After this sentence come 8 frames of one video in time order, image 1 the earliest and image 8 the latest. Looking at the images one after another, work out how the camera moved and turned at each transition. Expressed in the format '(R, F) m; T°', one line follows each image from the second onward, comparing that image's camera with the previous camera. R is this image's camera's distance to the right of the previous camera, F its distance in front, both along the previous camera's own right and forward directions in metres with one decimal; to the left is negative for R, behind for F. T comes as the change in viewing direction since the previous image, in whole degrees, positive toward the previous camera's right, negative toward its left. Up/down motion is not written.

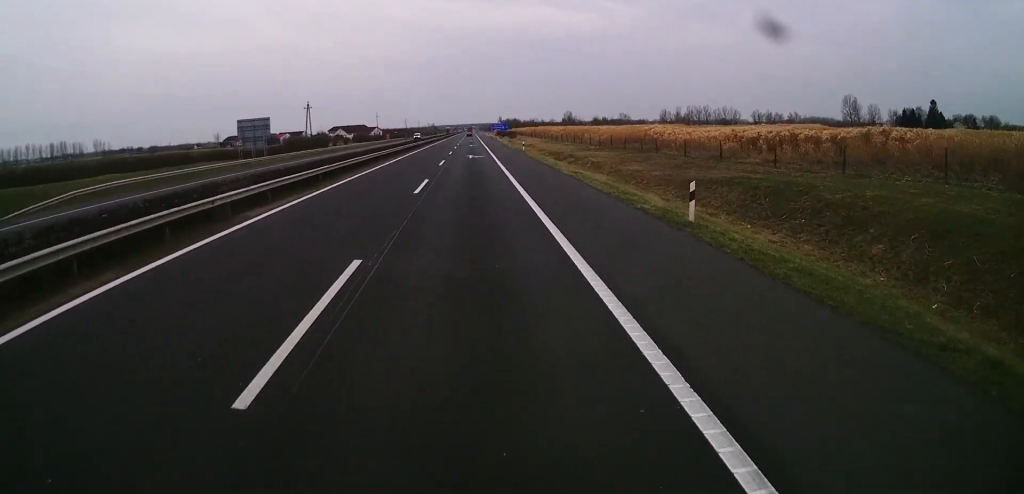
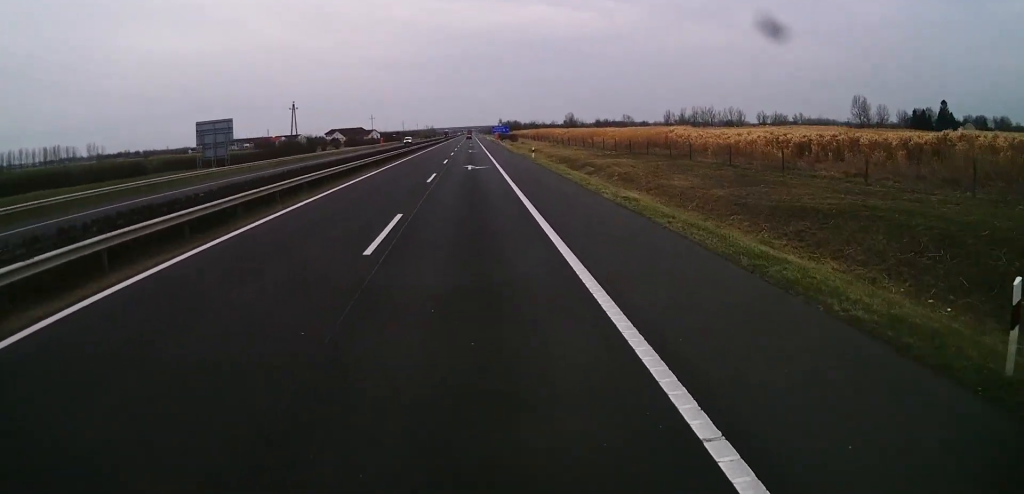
(-0.1, +10.8) m; 0°
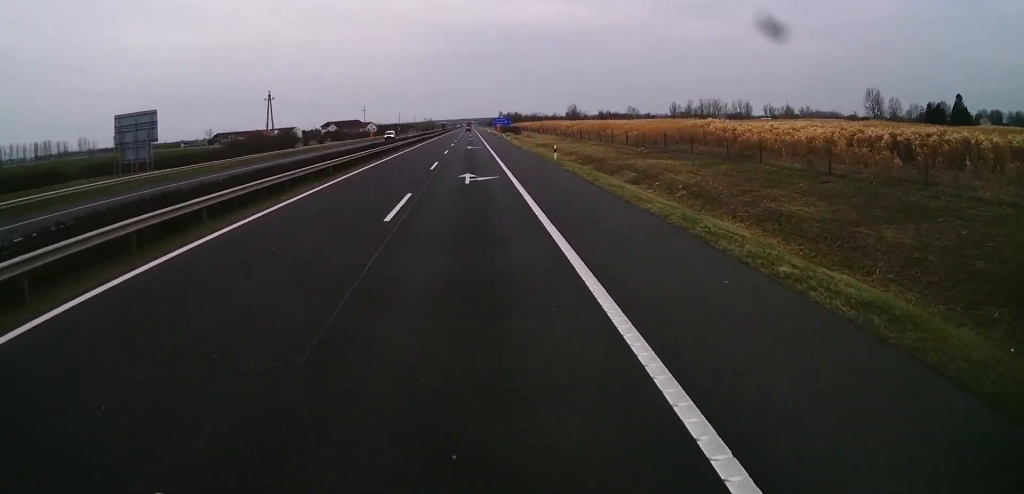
(+0.2, +14.7) m; 0°
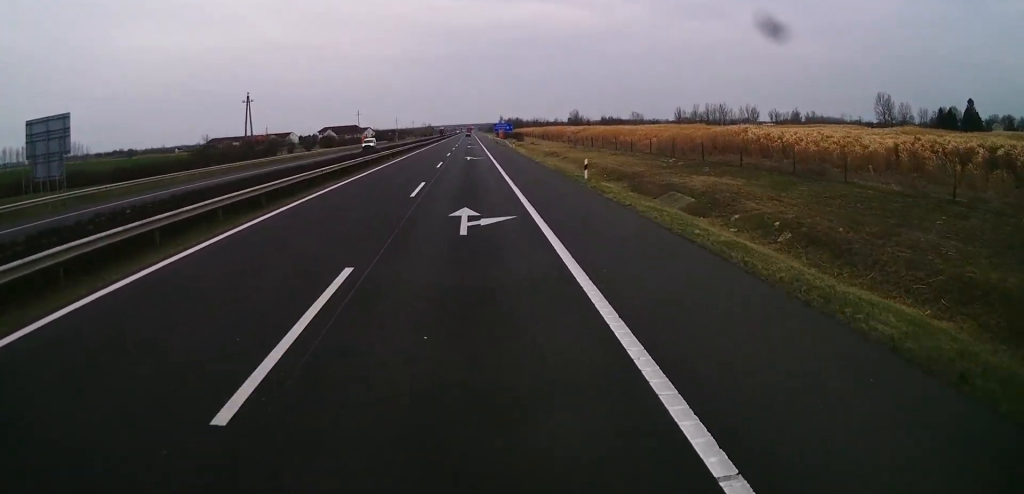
(0.0, +10.9) m; 0°
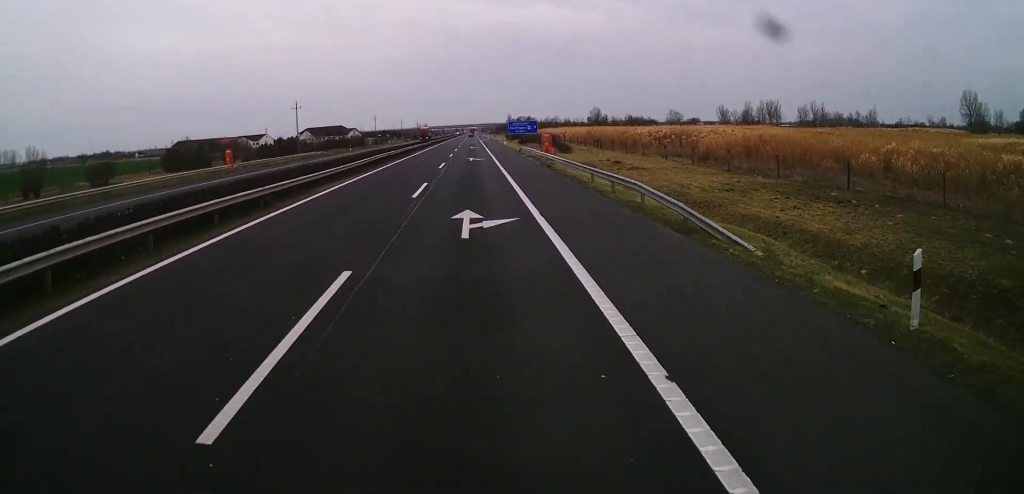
(-0.5, +72.5) m; 0°
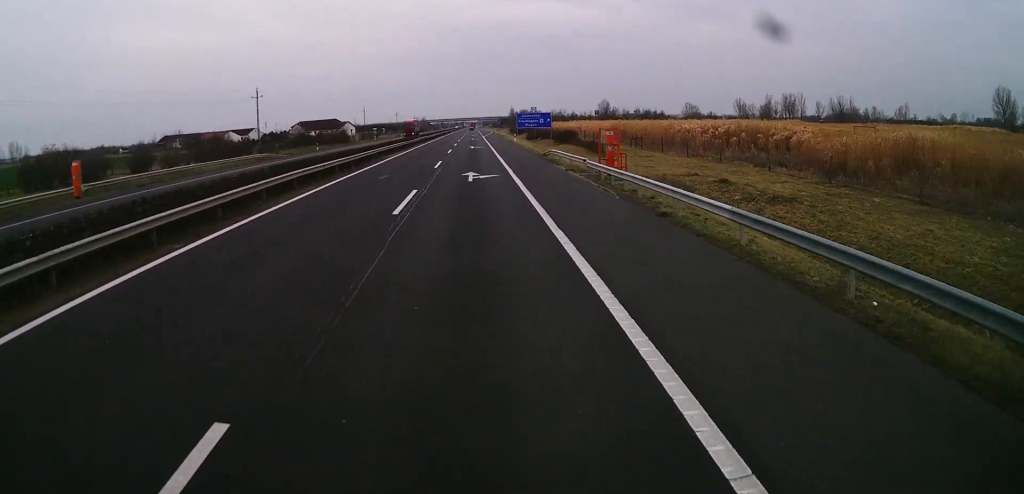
(+0.3, +23.9) m; +1°
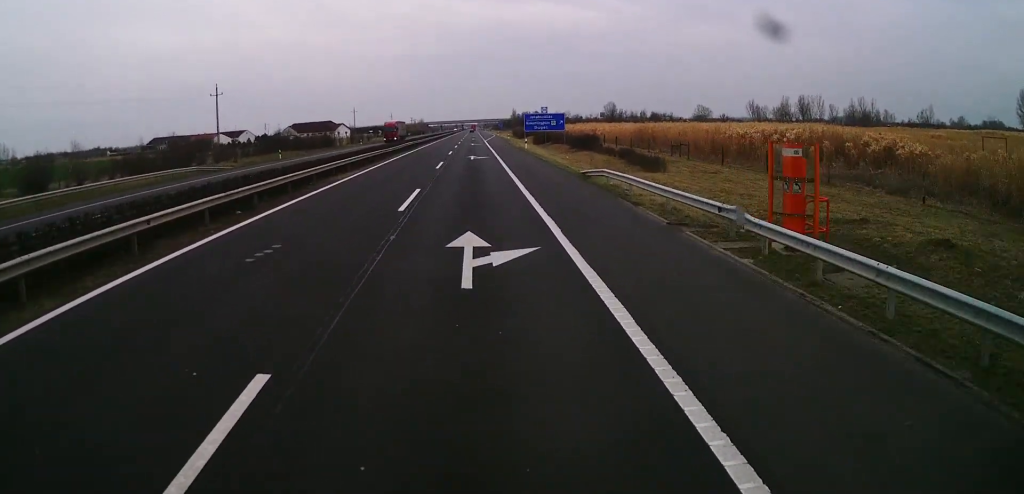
(0.0, +17.0) m; -1°
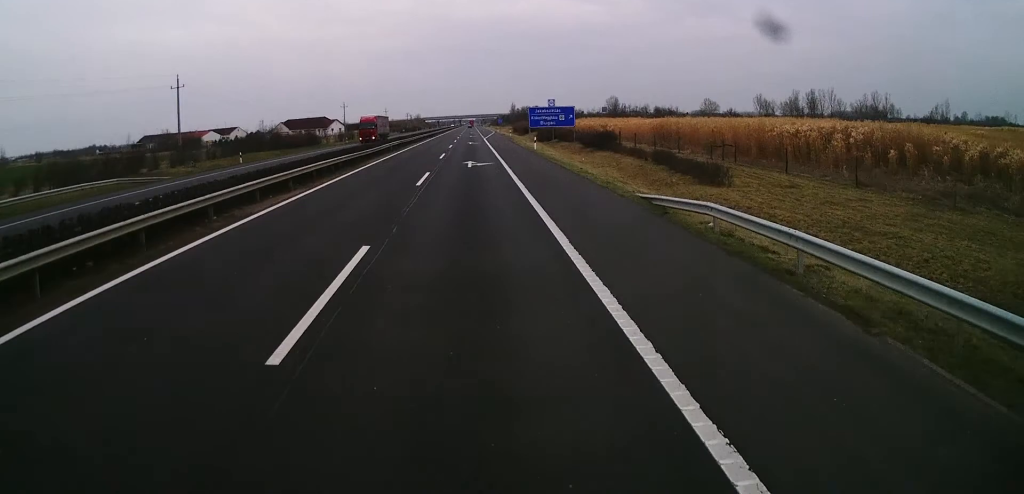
(-0.2, +11.6) m; 0°
